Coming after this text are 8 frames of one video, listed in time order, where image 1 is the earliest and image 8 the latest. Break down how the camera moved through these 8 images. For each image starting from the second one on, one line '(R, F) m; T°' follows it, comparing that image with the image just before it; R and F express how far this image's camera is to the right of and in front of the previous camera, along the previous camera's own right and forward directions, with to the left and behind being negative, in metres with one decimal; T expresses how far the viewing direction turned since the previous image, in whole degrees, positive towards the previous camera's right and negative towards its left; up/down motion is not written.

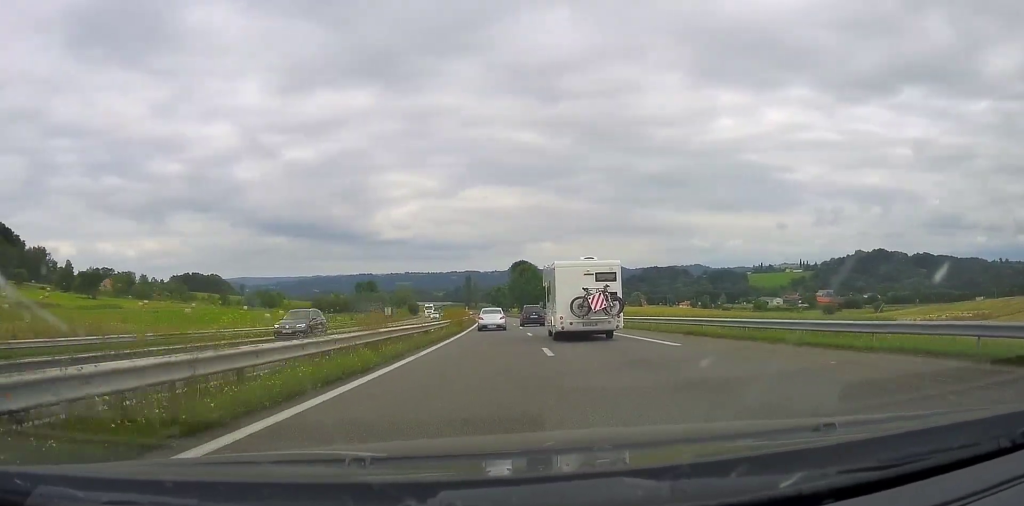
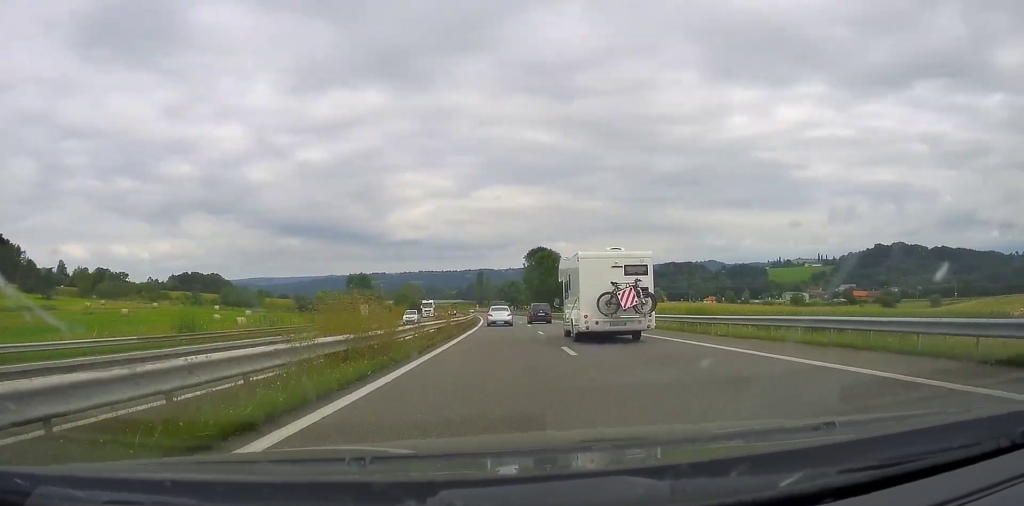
(-0.5, +25.5) m; -2°
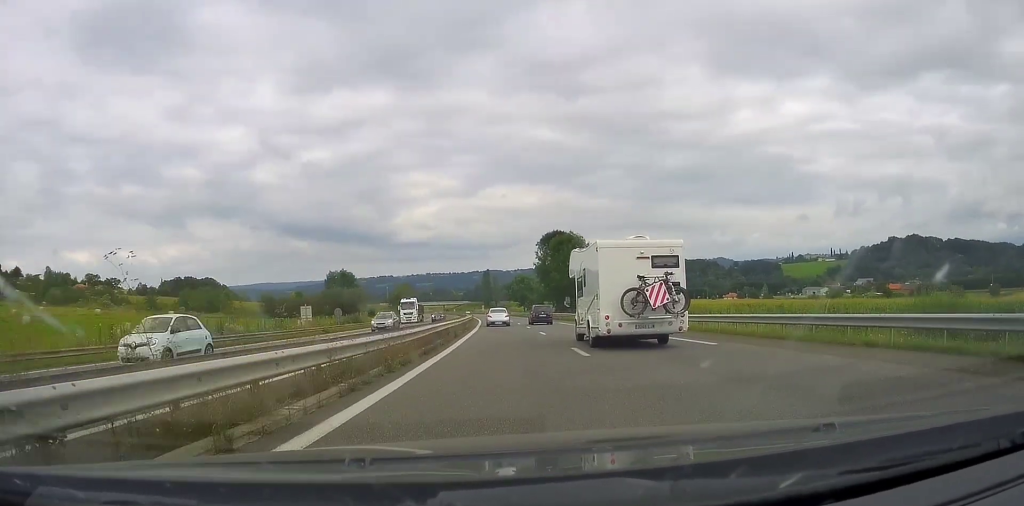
(-0.2, +25.7) m; -2°
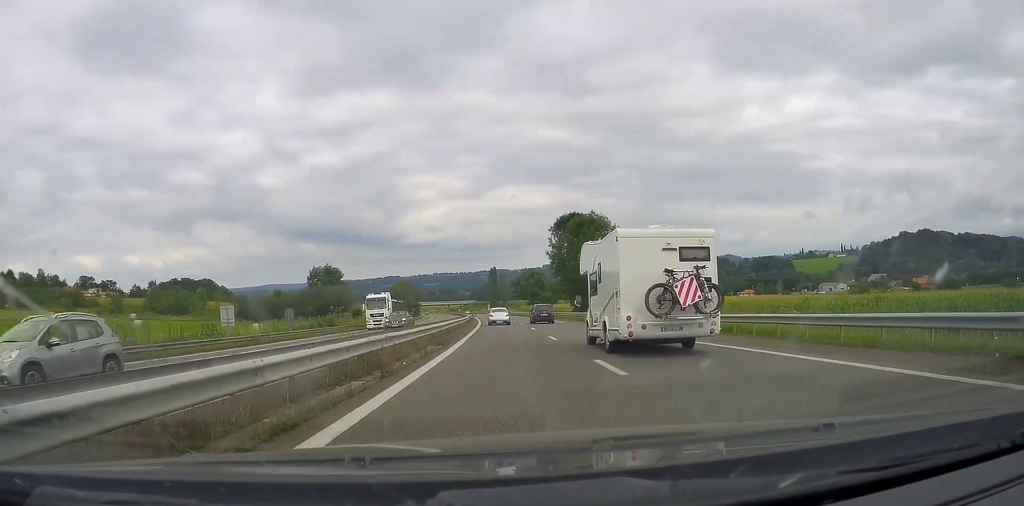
(-0.4, +17.2) m; -1°
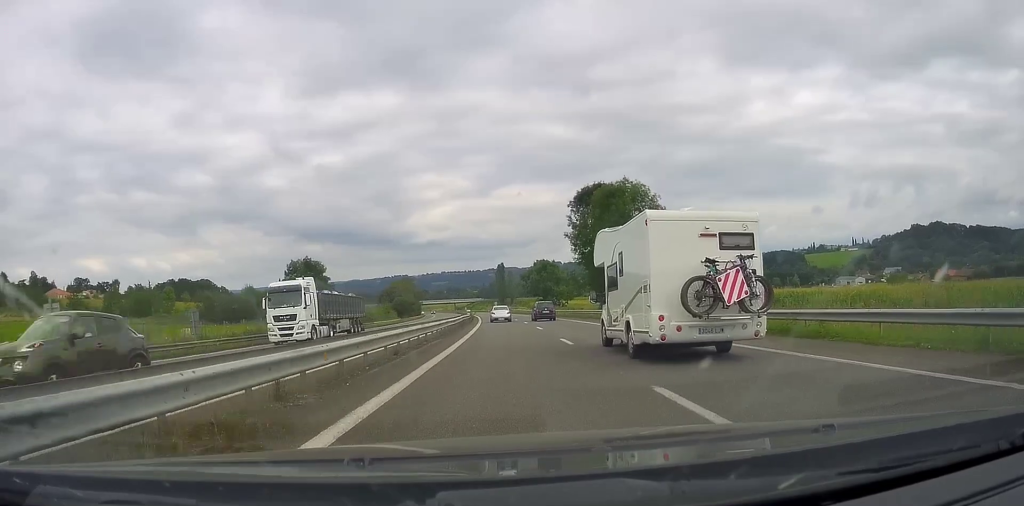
(-0.1, +17.3) m; -1°
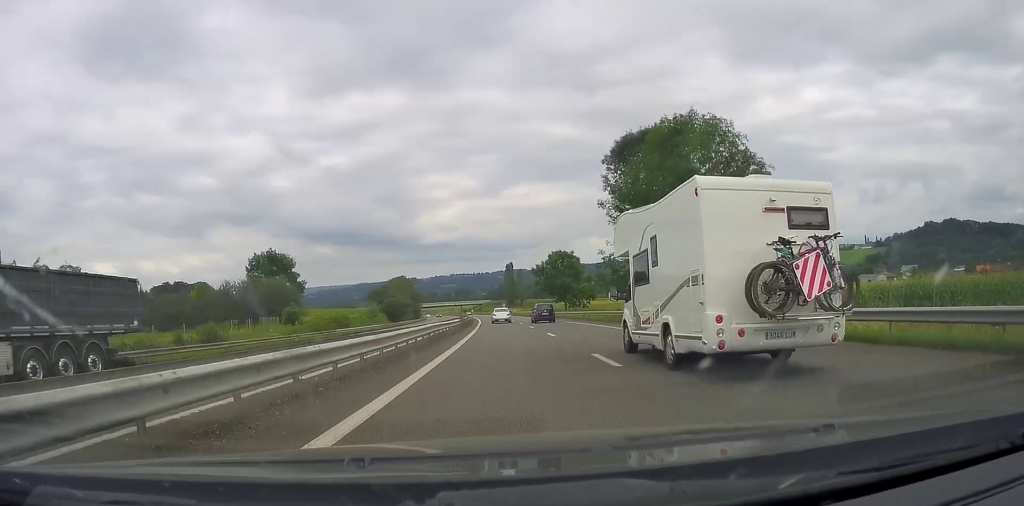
(+0.1, +20.0) m; -1°
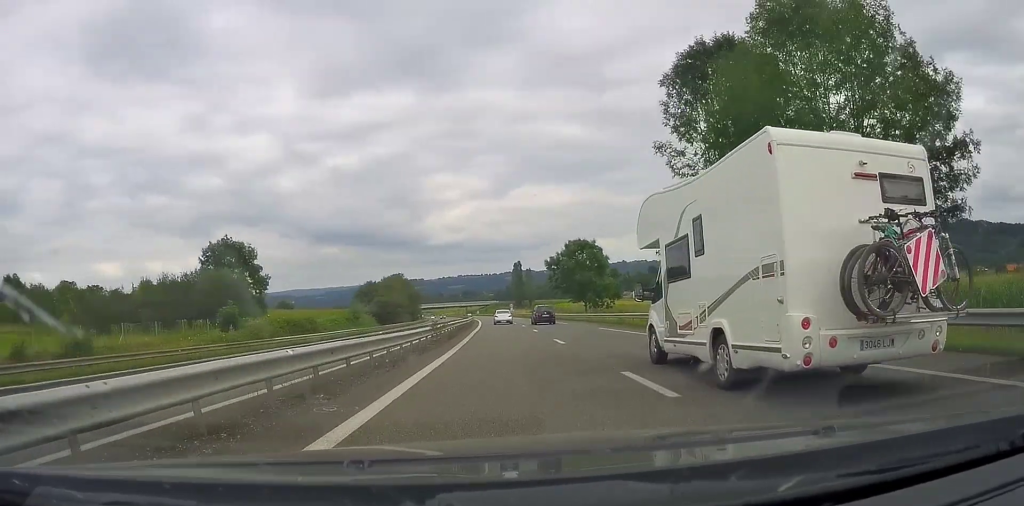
(-0.3, +16.7) m; 0°
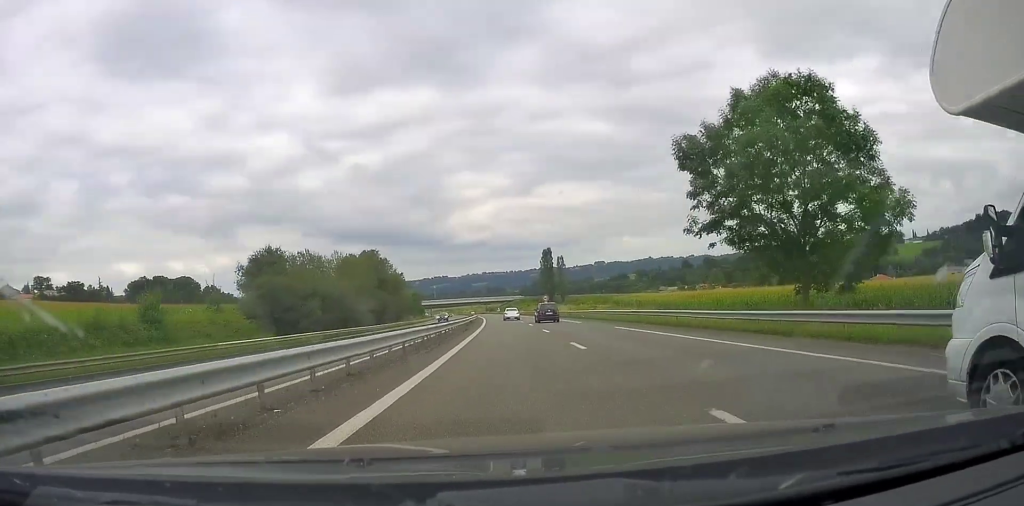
(-0.3, +56.1) m; -1°
